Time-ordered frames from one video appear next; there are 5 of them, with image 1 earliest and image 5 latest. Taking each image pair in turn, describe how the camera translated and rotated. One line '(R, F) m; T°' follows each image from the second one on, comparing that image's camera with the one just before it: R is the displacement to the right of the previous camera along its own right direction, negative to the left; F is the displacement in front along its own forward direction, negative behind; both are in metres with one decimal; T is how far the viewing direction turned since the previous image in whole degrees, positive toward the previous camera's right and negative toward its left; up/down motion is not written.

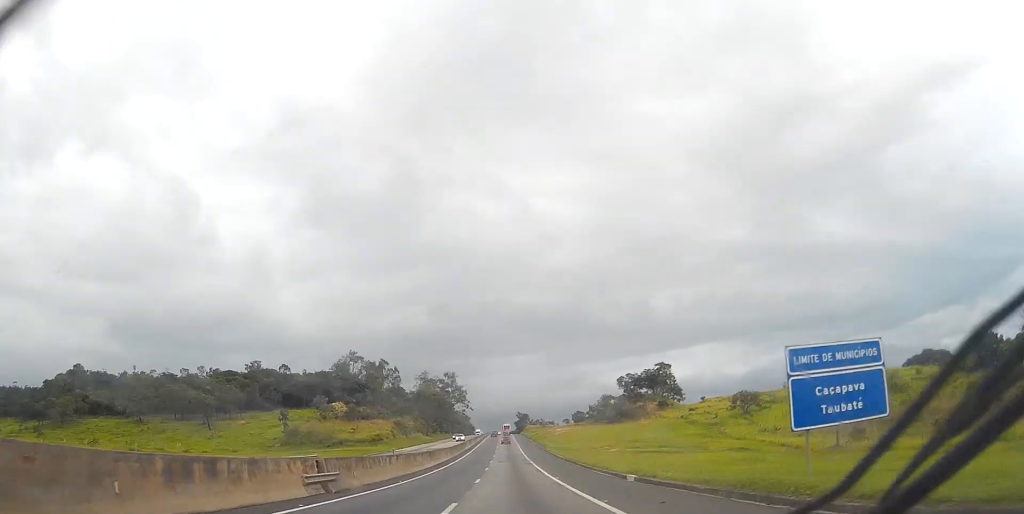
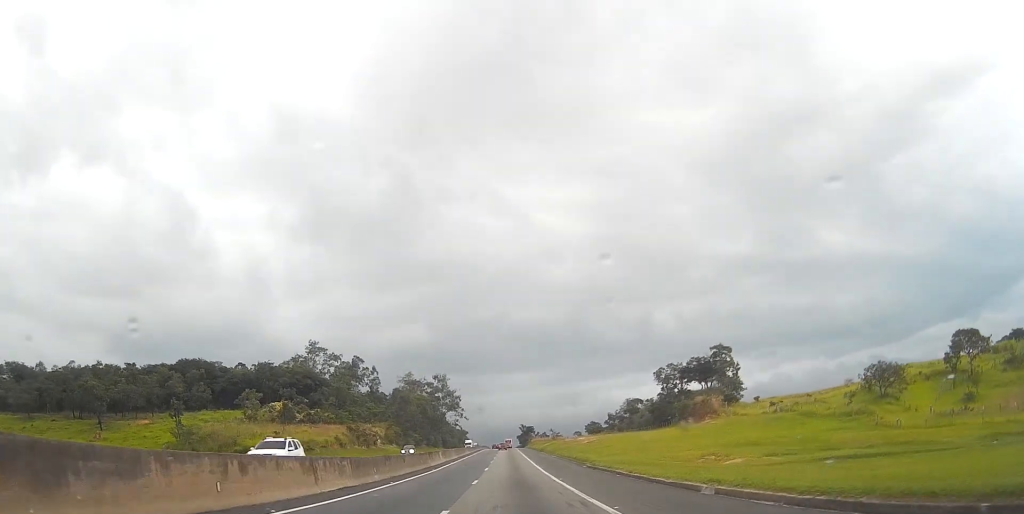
(0.0, +54.0) m; 0°
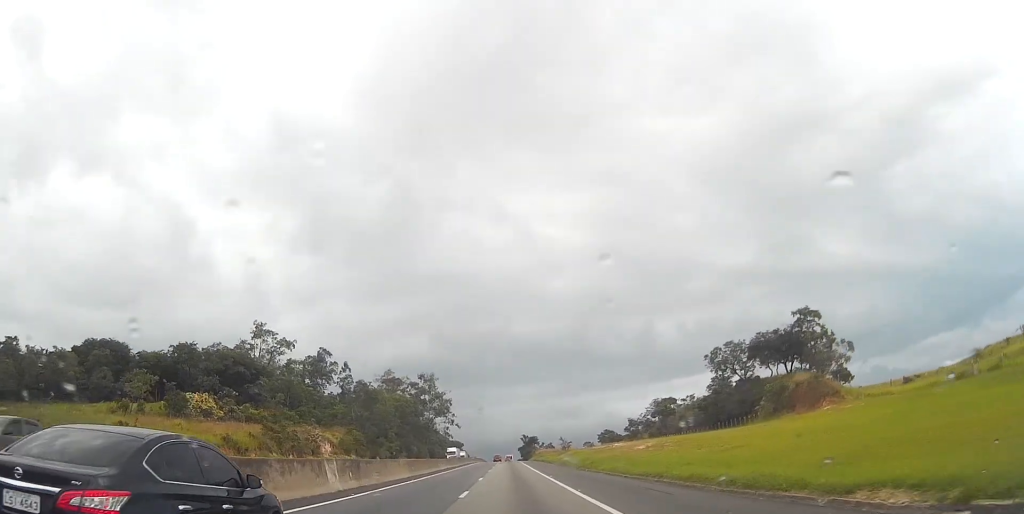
(0.0, +44.5) m; 0°
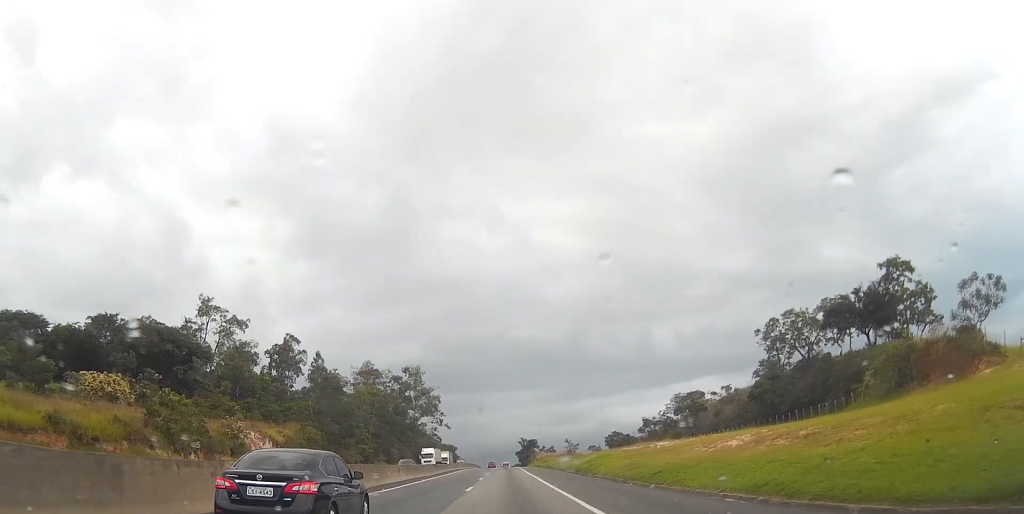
(+0.1, +27.8) m; 0°
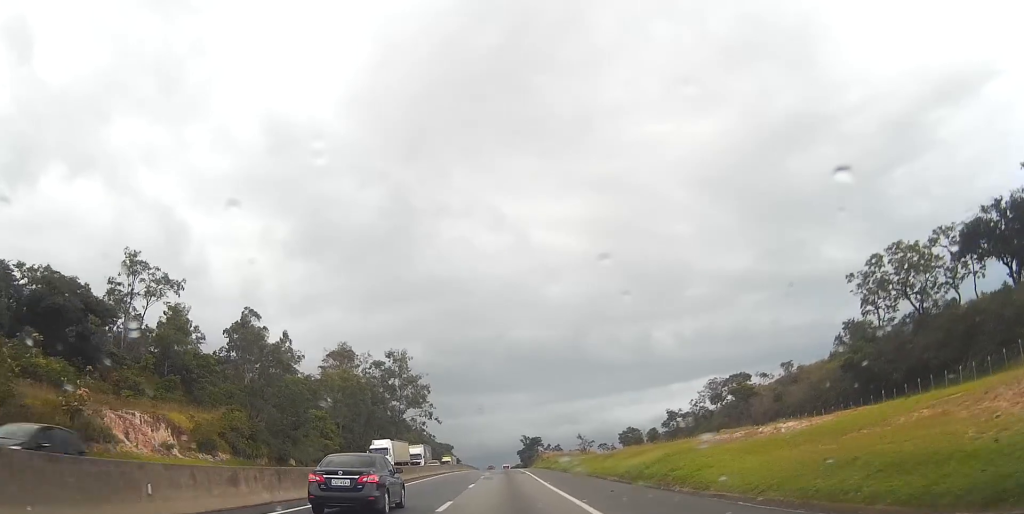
(+0.2, +28.5) m; 0°
